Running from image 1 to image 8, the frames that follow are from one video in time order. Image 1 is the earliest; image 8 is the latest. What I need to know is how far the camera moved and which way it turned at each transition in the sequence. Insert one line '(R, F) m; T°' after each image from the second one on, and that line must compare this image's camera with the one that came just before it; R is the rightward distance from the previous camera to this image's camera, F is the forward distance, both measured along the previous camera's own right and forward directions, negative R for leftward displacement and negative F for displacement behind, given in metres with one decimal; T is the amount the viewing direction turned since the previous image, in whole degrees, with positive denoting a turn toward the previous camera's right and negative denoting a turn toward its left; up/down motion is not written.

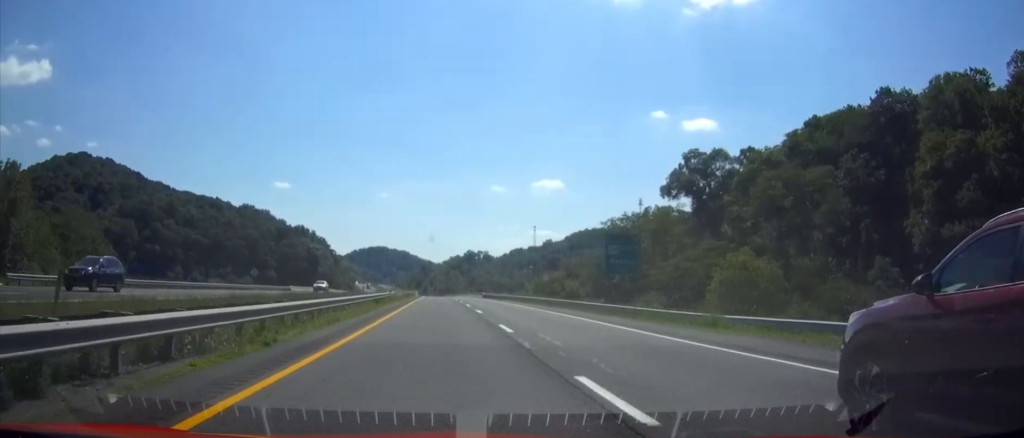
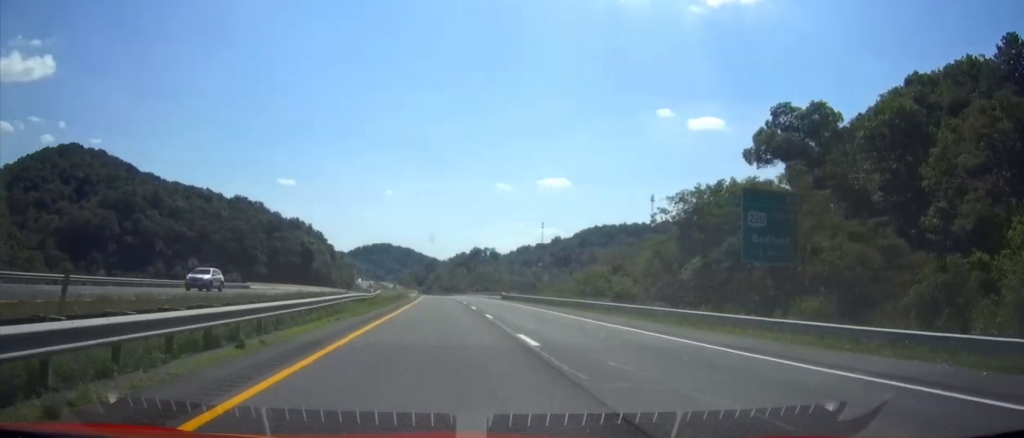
(-0.1, +30.4) m; 0°
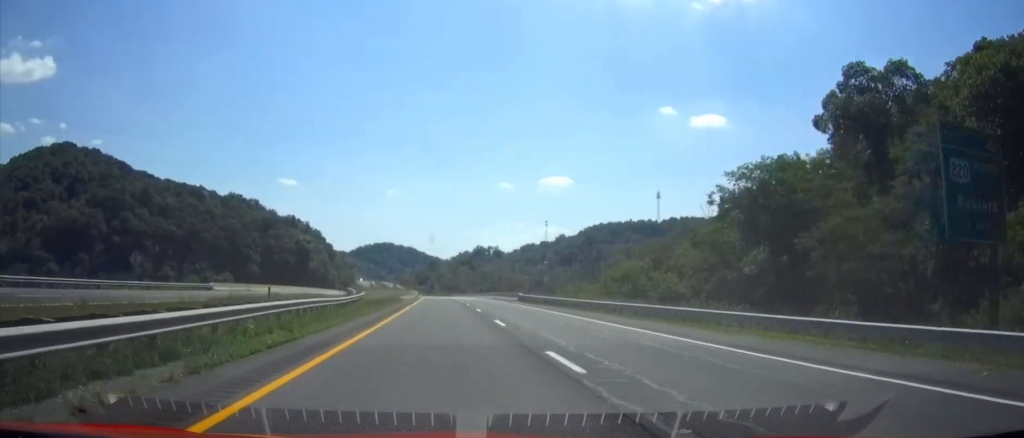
(-0.1, +17.0) m; 0°
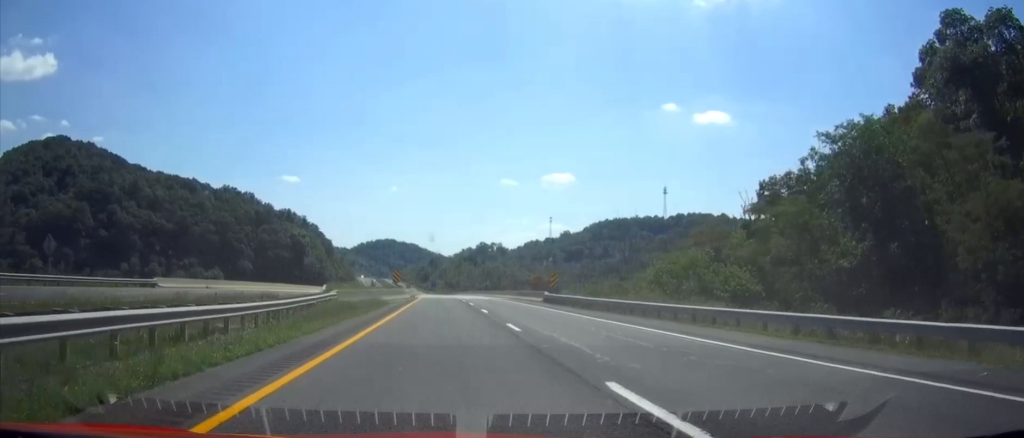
(0.0, +17.0) m; 0°
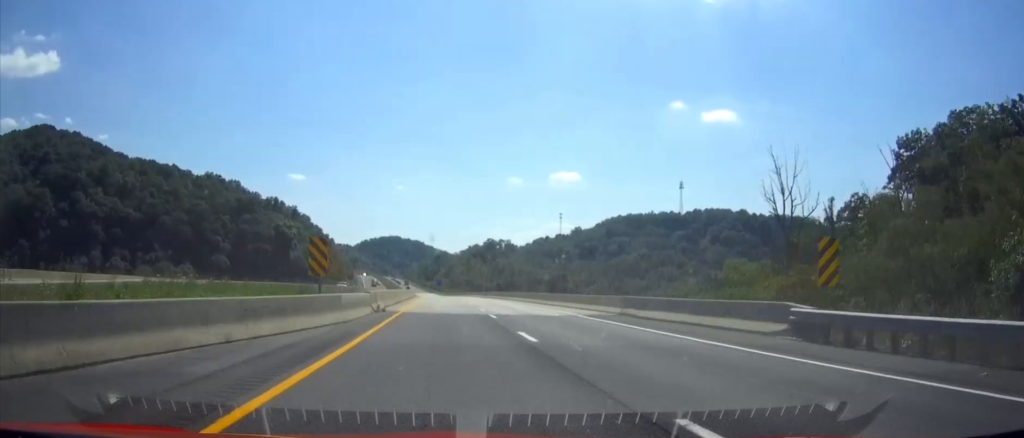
(-0.1, +41.0) m; 0°
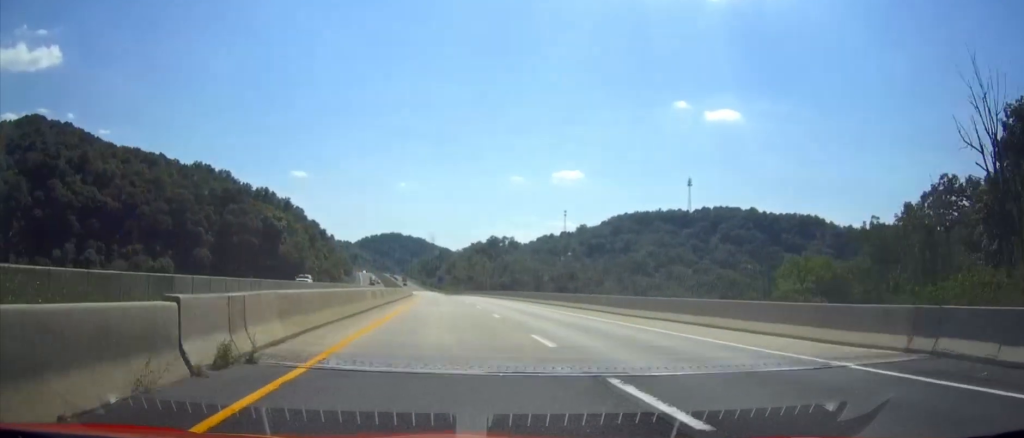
(-0.1, +21.7) m; 0°
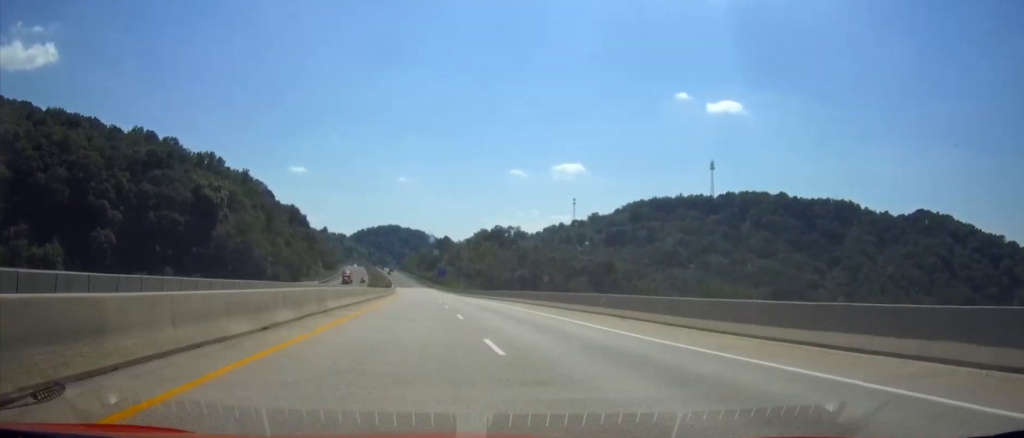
(-0.3, +74.8) m; 0°
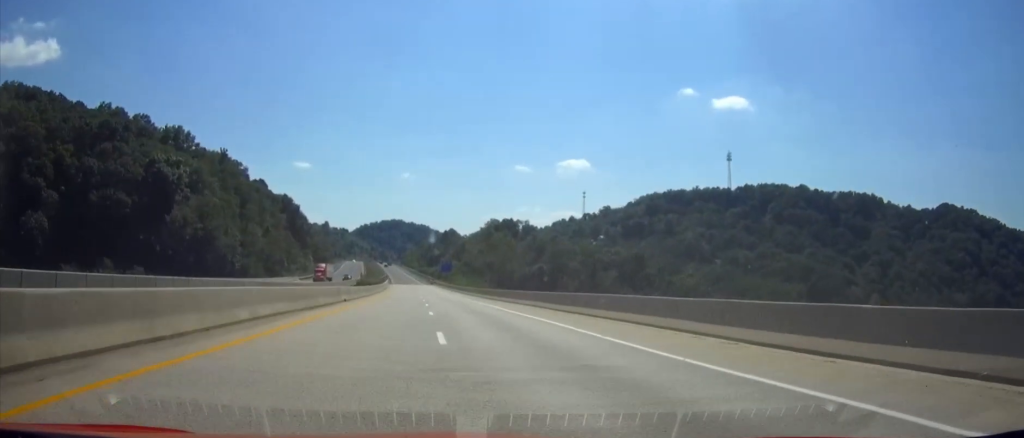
(+0.1, +34.8) m; 0°
